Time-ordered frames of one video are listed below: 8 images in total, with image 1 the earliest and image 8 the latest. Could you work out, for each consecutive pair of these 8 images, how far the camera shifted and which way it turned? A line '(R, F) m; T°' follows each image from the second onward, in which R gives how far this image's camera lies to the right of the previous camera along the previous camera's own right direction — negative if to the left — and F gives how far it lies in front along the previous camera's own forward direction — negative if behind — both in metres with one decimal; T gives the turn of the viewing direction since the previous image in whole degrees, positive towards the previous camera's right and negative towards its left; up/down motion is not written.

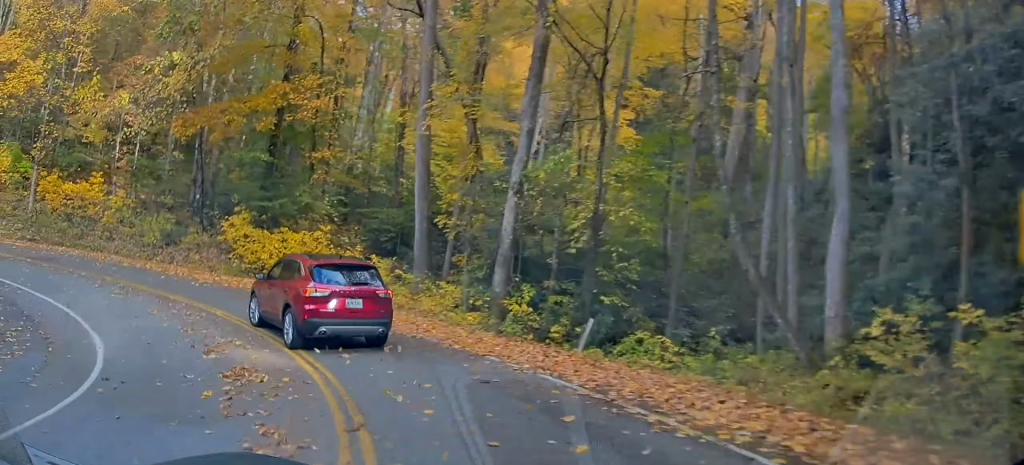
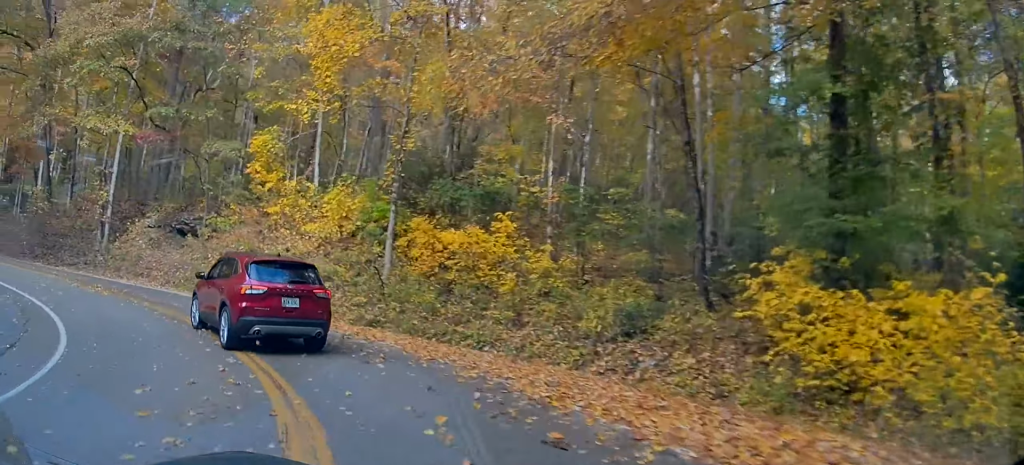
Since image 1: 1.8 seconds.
(-5.5, +14.2) m; -54°
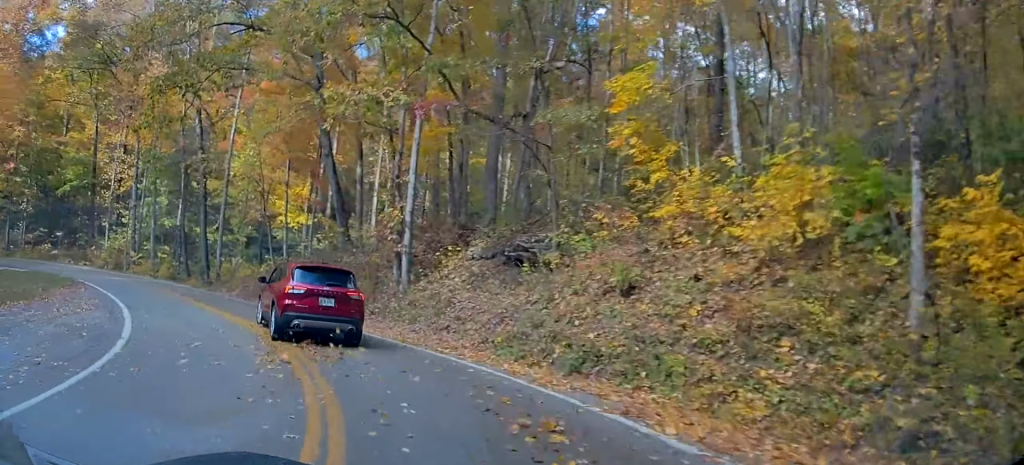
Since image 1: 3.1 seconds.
(-4.0, +10.2) m; -26°
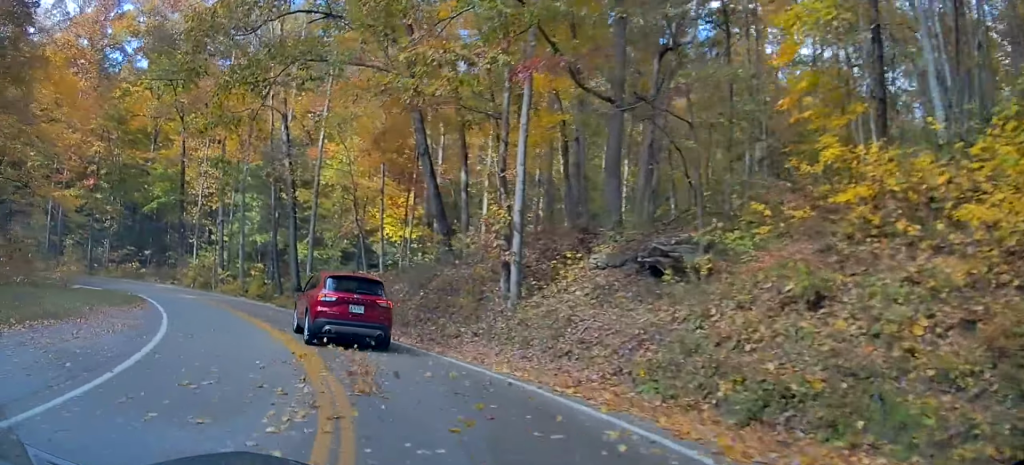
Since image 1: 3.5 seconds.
(+0.2, +3.6) m; -6°
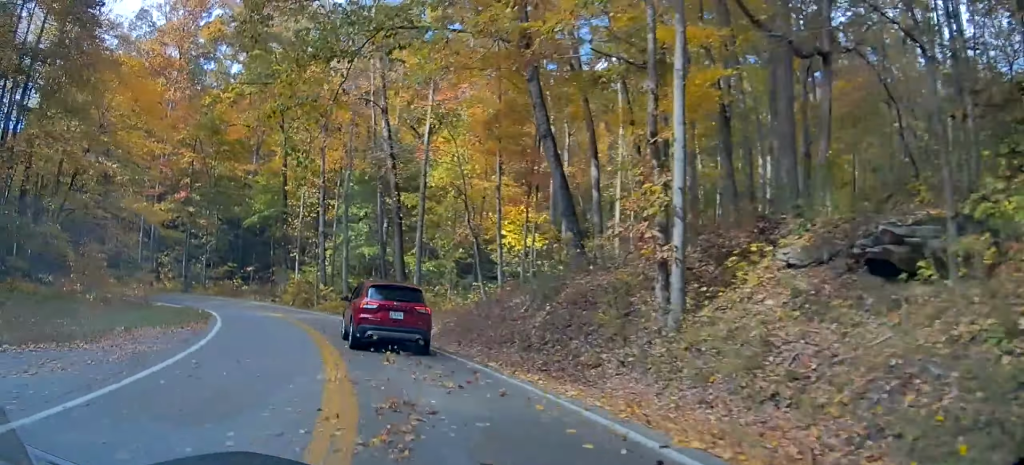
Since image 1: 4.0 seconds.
(-0.1, +4.6) m; -9°
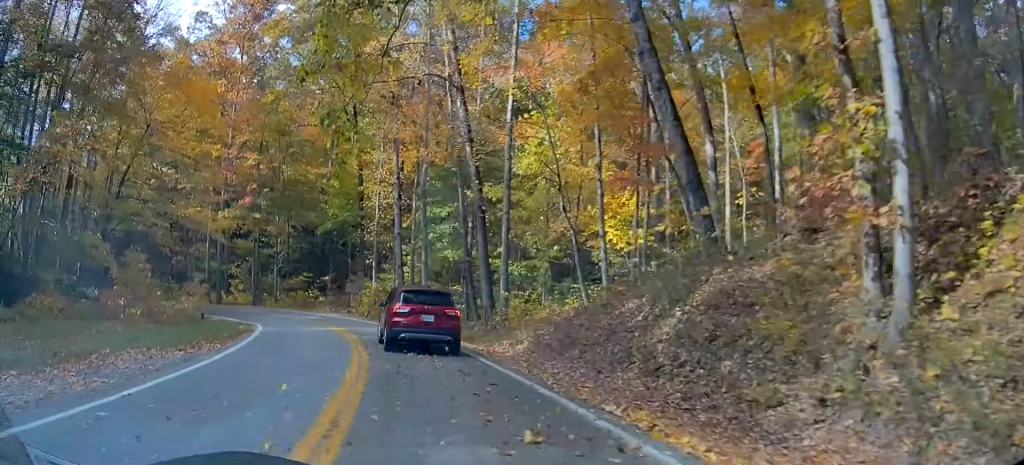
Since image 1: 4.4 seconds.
(-0.7, +4.7) m; -10°
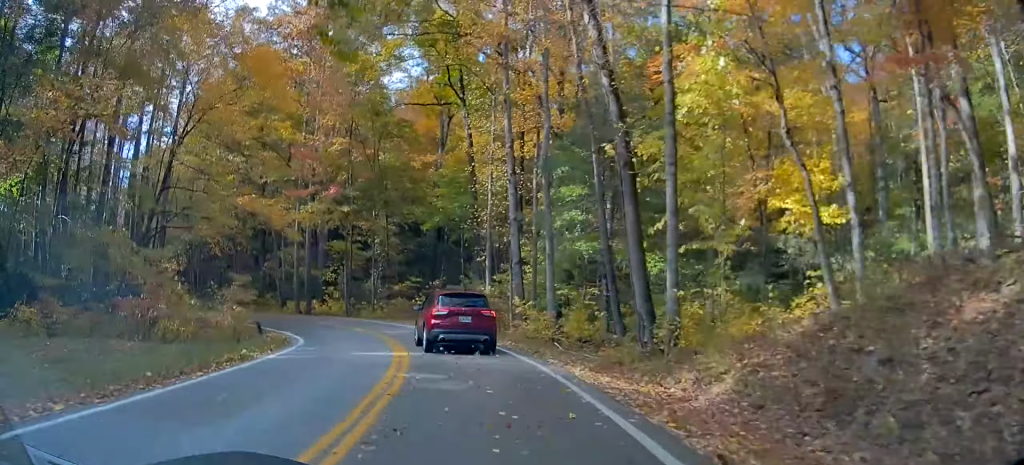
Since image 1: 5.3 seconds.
(-1.4, +9.2) m; -15°
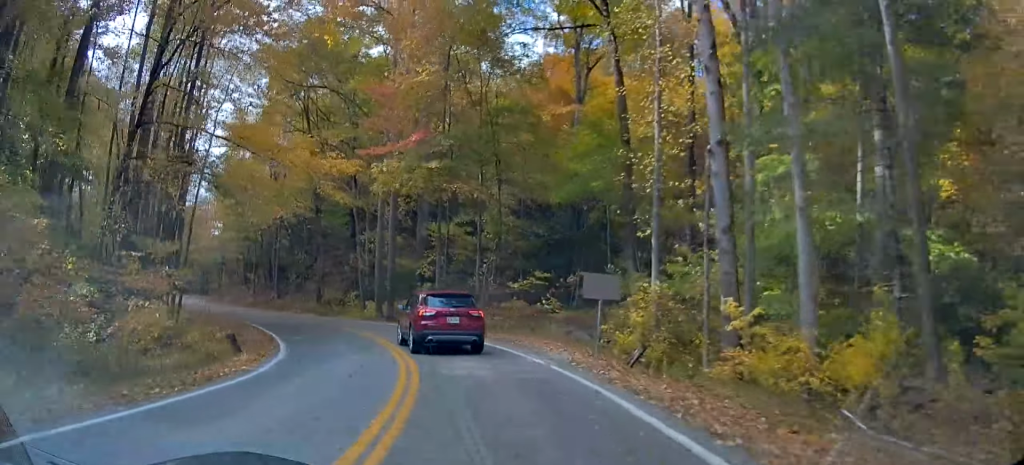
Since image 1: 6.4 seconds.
(-2.1, +14.5) m; -15°
